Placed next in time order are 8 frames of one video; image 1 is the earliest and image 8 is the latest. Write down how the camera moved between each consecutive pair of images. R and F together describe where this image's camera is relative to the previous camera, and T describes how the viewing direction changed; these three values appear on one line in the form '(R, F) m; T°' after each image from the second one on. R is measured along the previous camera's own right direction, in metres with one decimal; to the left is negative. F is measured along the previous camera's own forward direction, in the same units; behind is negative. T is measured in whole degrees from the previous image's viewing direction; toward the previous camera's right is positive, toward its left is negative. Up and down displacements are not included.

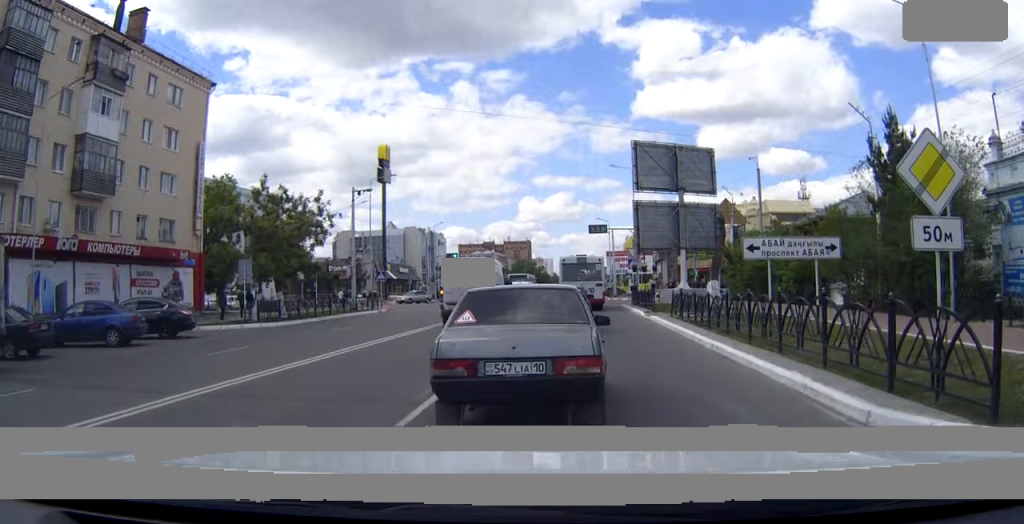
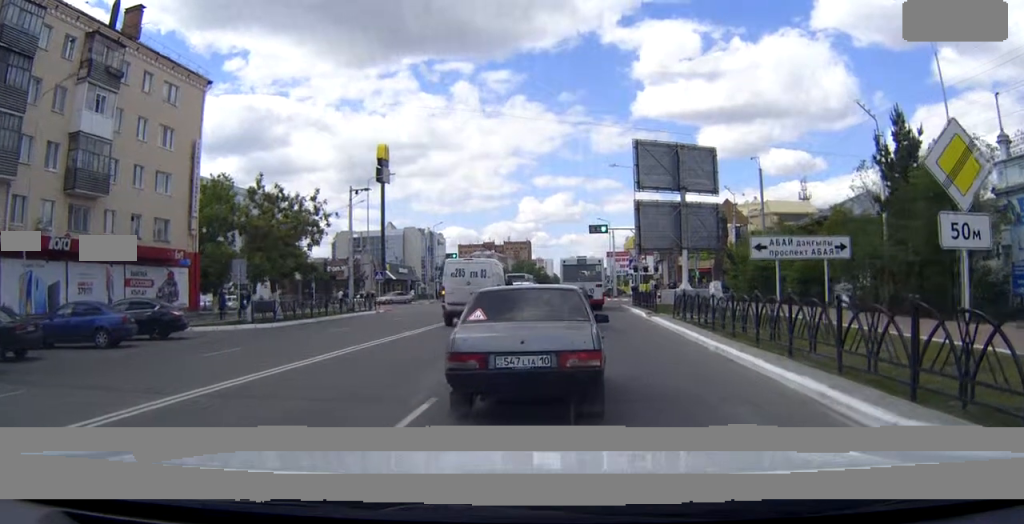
(-0.1, +0.7) m; -1°
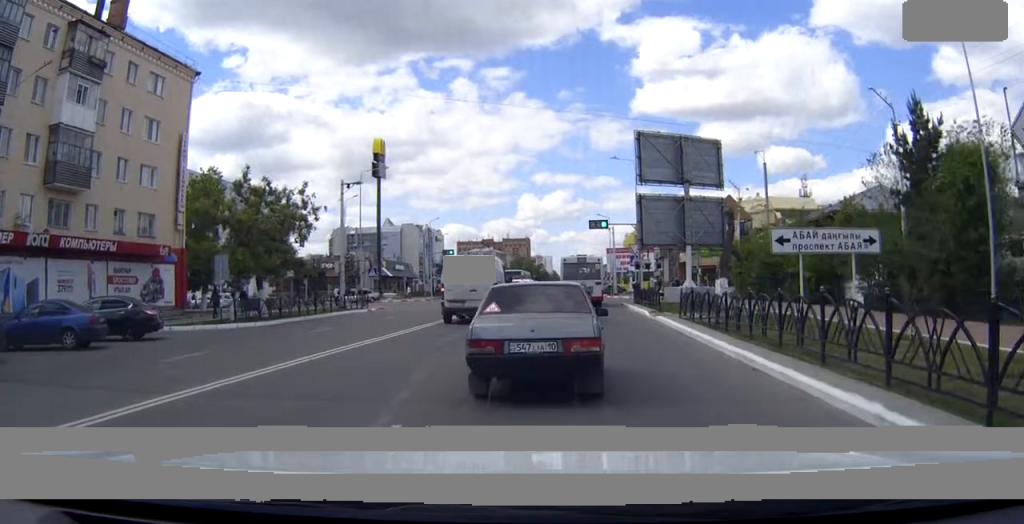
(-0.1, +1.5) m; -1°
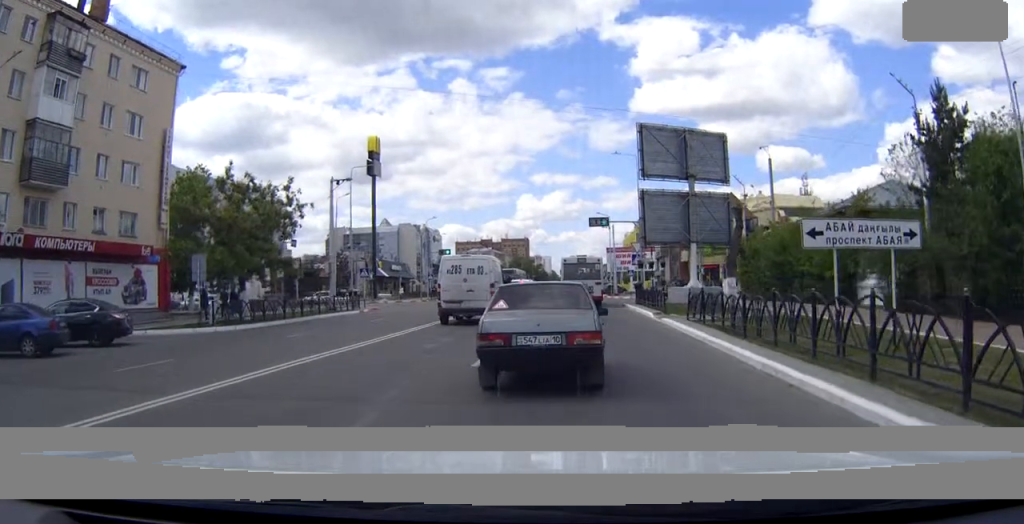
(+0.1, +2.3) m; +1°
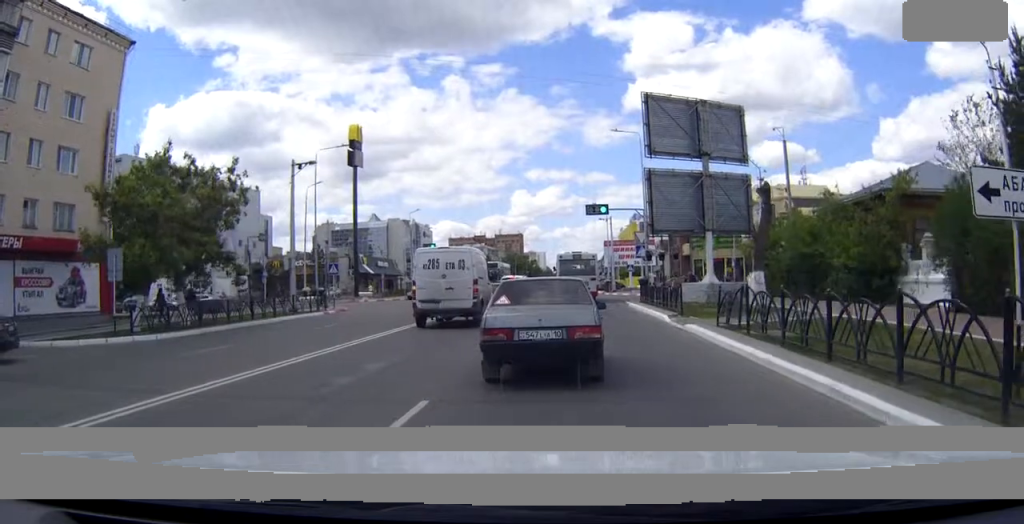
(+0.1, +6.0) m; +1°
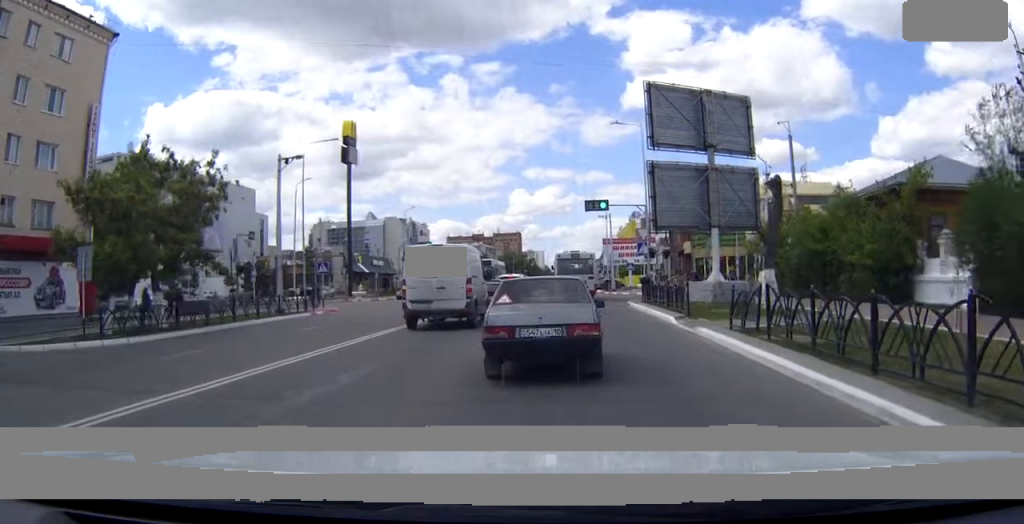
(0.0, +2.1) m; +1°
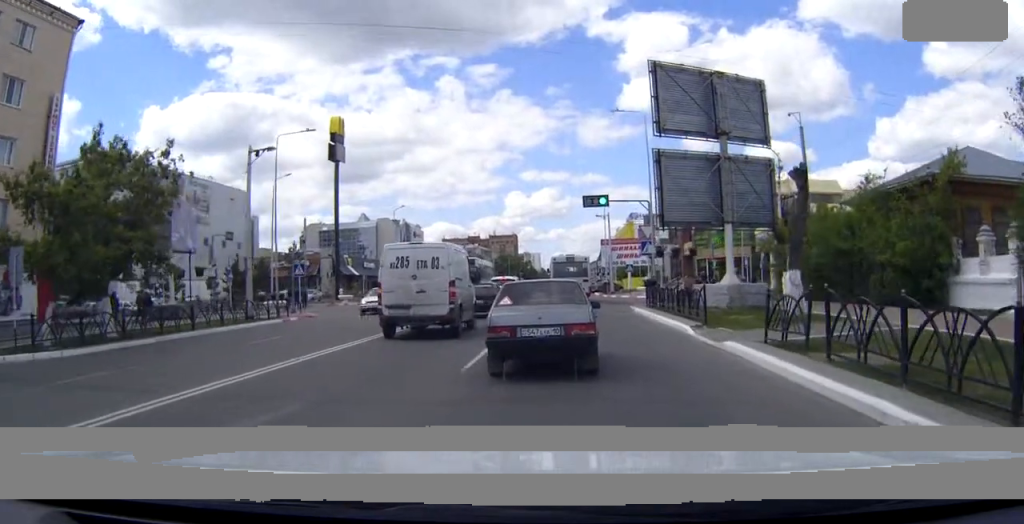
(0.0, +4.0) m; +1°
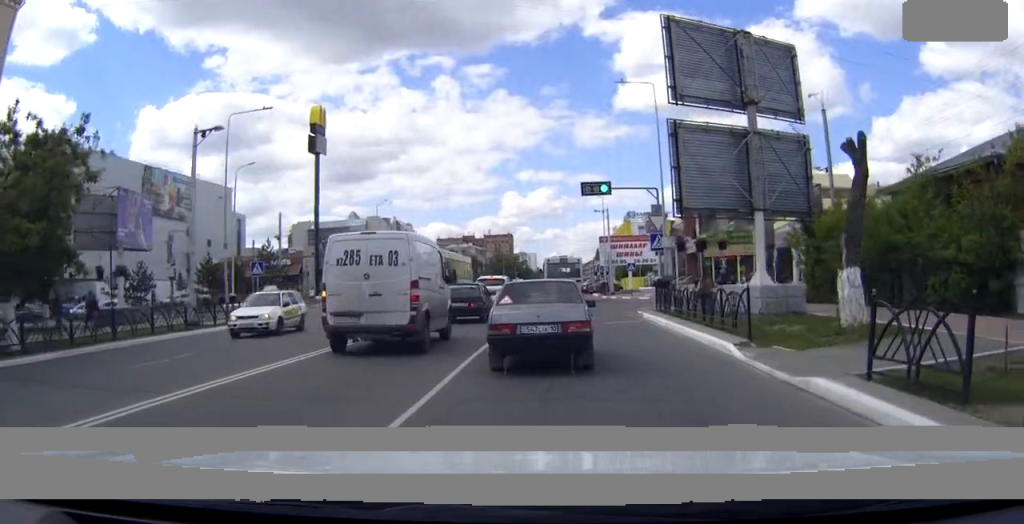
(+0.1, +6.0) m; +1°
